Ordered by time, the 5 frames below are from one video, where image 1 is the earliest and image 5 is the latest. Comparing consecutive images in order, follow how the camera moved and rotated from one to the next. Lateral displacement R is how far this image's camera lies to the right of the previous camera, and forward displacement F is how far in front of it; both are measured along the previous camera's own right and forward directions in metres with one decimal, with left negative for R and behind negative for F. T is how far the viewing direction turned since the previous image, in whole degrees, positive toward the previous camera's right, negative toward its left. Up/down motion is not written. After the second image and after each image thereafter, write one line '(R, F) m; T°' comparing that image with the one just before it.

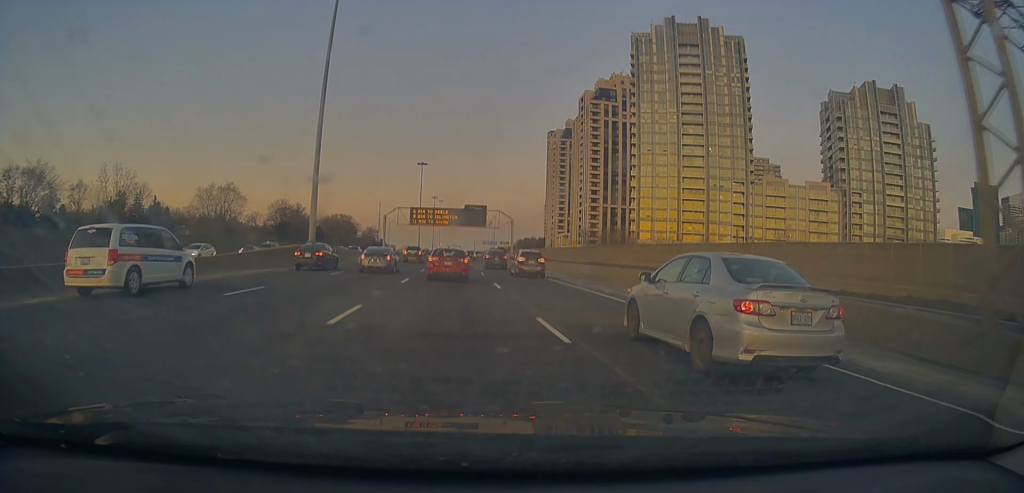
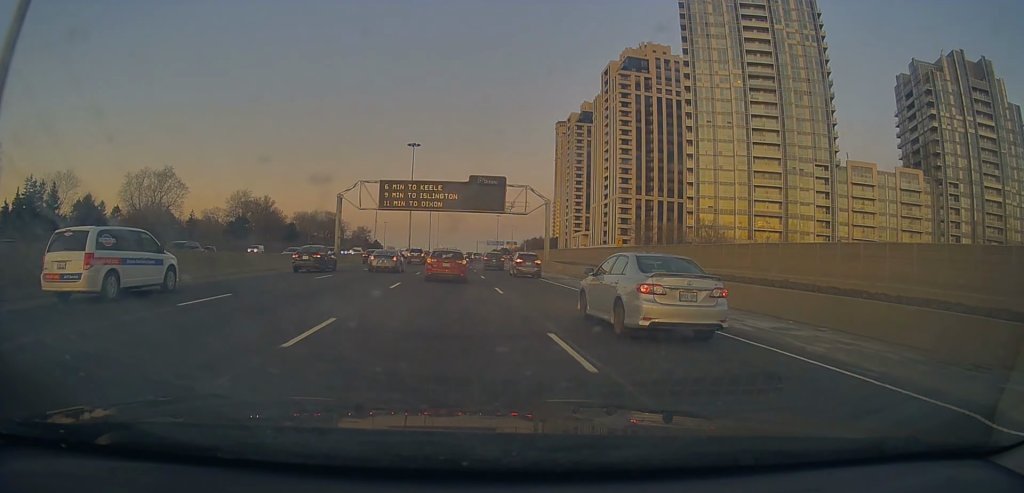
(-0.3, +39.0) m; 0°
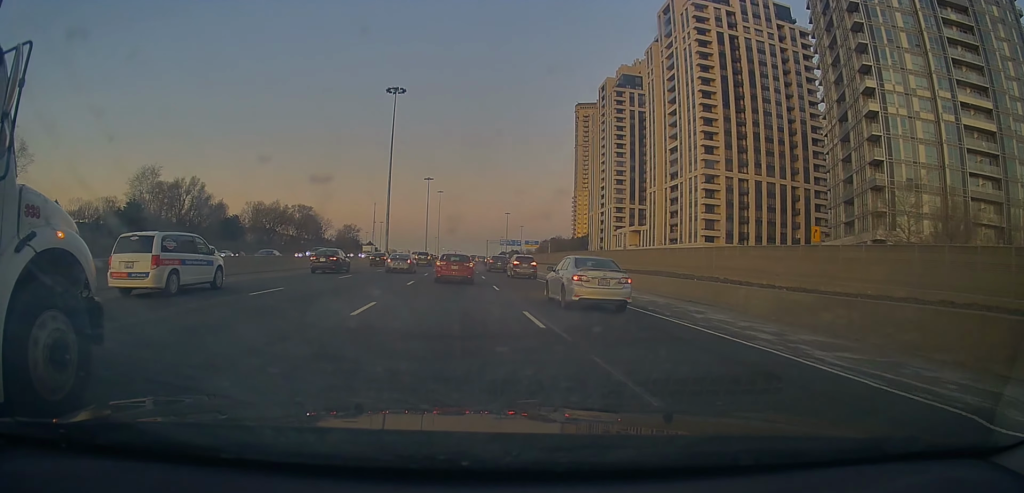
(-0.4, +56.8) m; -1°
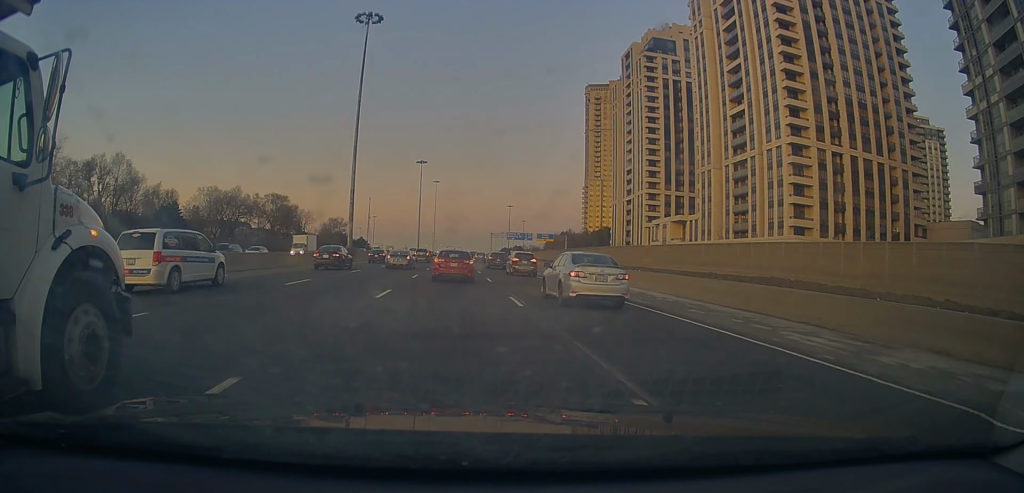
(+0.3, +32.3) m; 0°
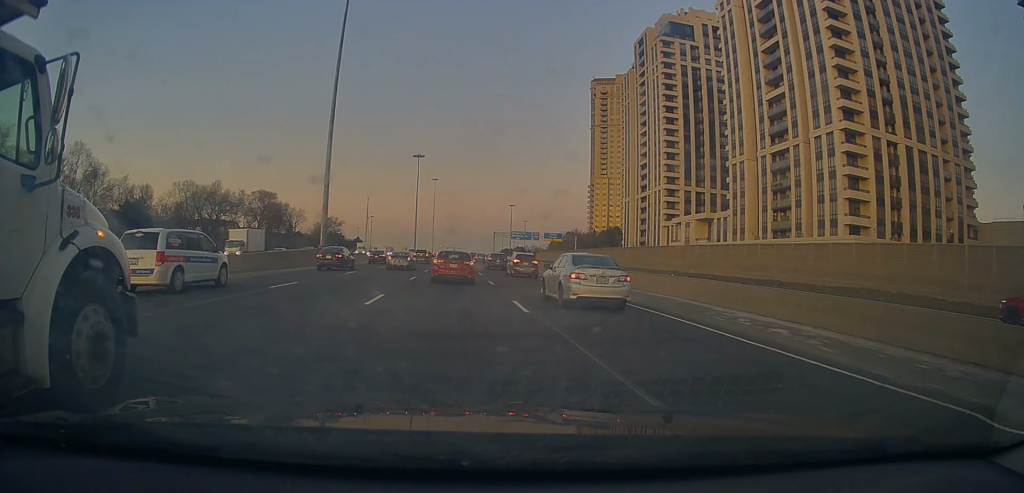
(0.0, +13.6) m; 0°
